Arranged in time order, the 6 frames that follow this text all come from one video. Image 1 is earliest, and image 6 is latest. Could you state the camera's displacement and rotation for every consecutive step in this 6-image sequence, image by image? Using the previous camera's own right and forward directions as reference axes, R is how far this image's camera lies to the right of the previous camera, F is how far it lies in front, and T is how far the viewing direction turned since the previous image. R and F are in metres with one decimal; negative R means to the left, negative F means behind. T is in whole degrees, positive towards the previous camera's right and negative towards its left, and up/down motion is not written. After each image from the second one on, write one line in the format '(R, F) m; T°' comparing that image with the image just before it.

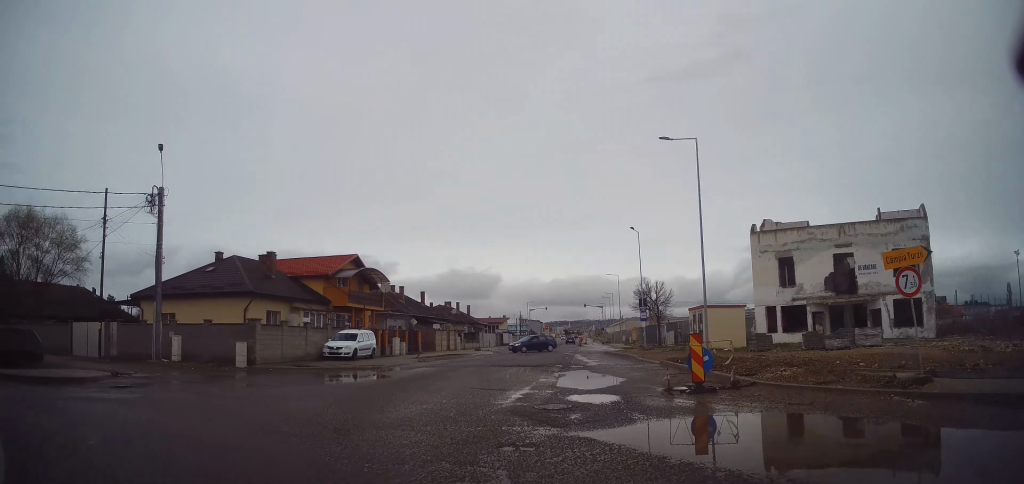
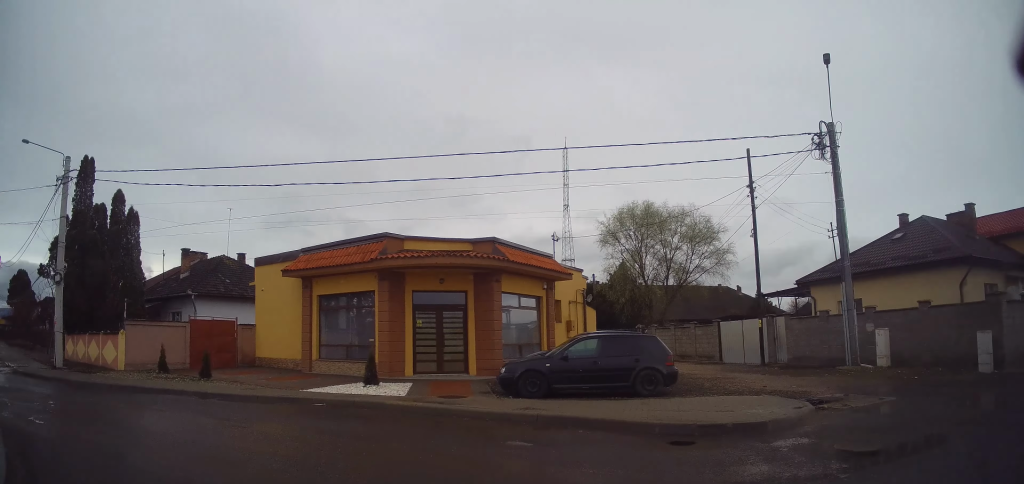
(-4.6, +7.6) m; -71°
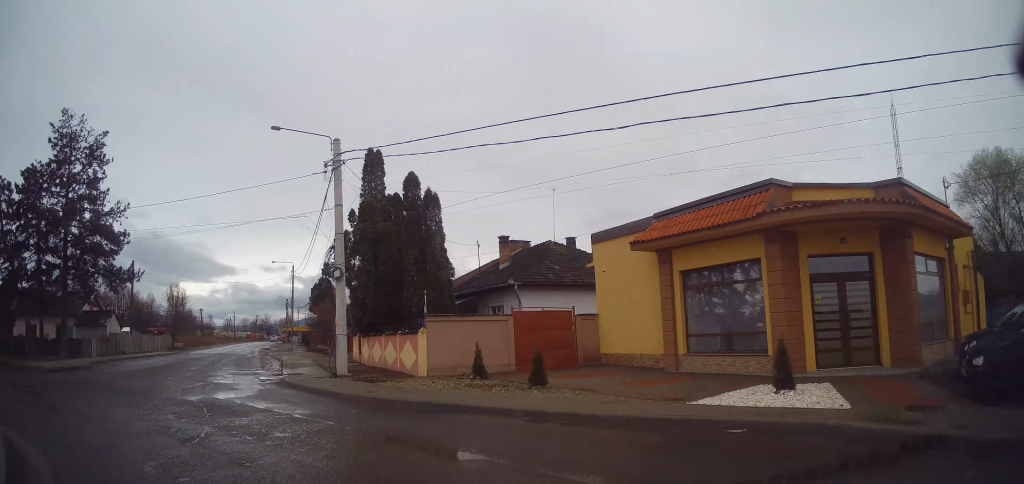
(-1.8, +4.4) m; -39°
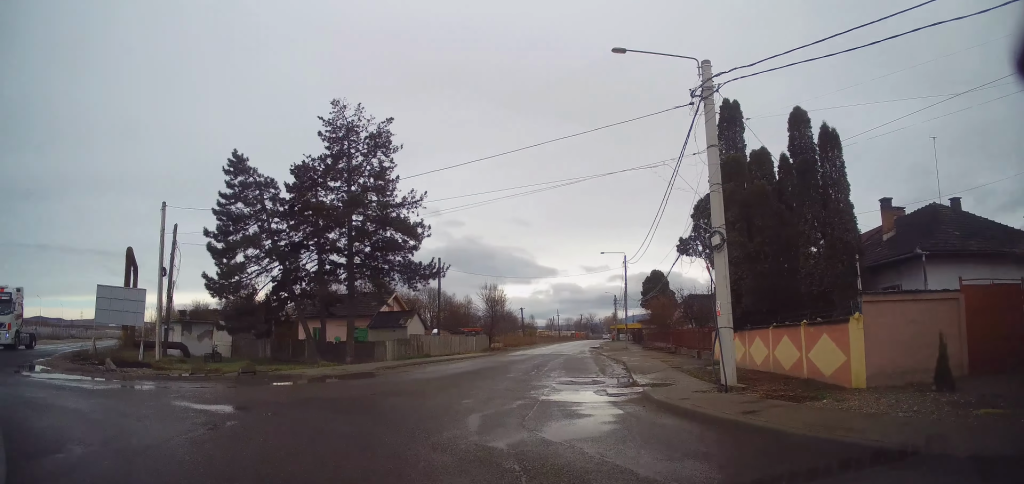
(-1.7, +6.2) m; -19°
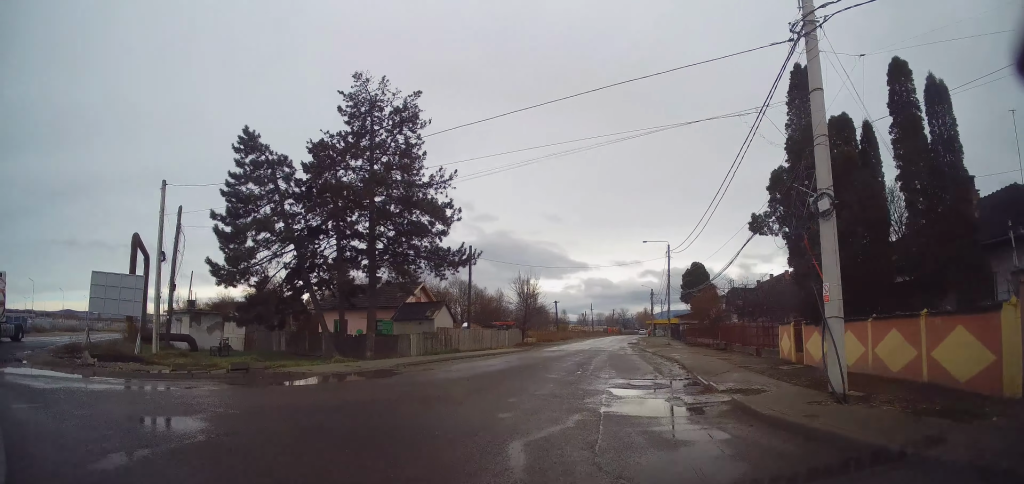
(-0.3, +3.2) m; 0°
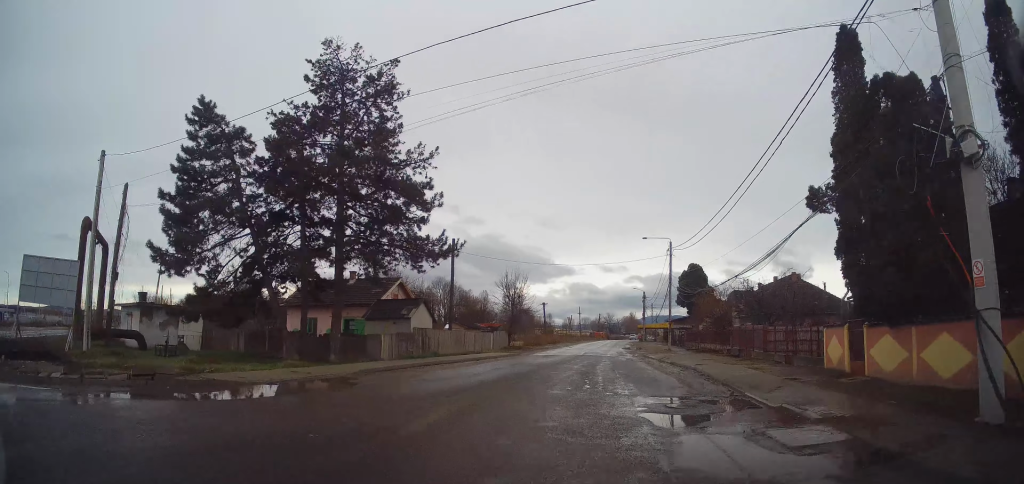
(0.0, +4.0) m; +2°
